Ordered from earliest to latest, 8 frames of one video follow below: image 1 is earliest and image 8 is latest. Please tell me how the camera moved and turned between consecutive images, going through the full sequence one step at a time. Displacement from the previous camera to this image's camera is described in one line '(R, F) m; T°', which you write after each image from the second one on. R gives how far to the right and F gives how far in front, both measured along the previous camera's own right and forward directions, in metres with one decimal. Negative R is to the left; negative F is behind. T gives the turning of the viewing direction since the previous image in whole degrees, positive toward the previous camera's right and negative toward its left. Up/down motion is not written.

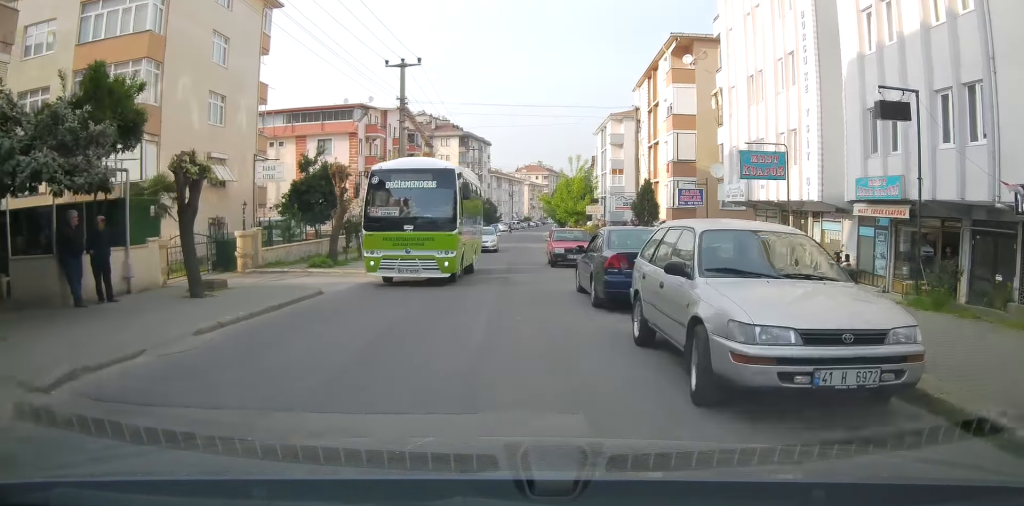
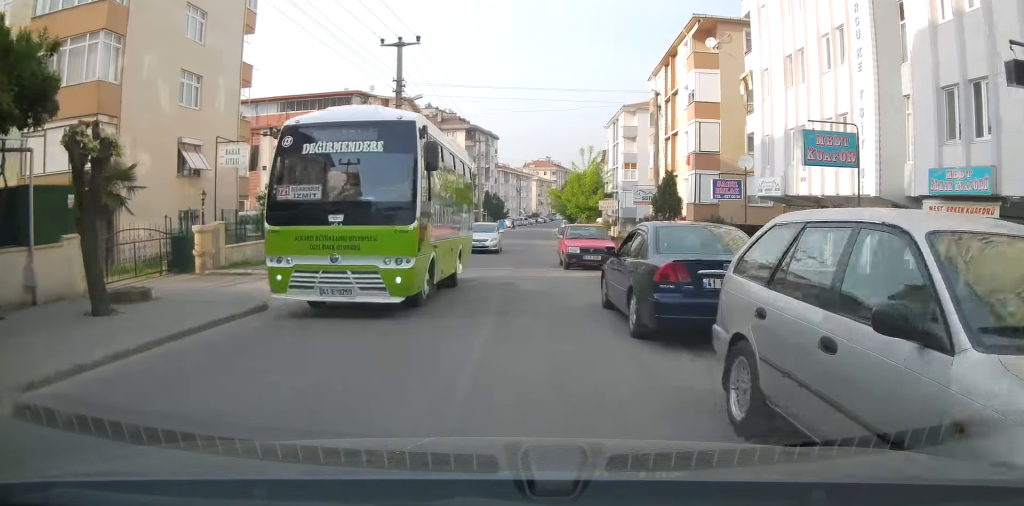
(0.0, +2.5) m; +1°
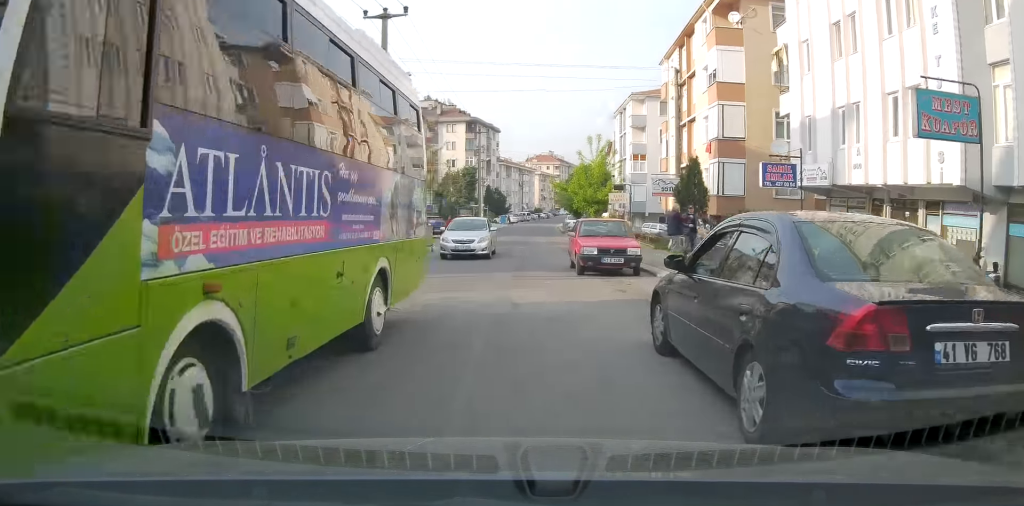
(+0.1, +3.3) m; +1°
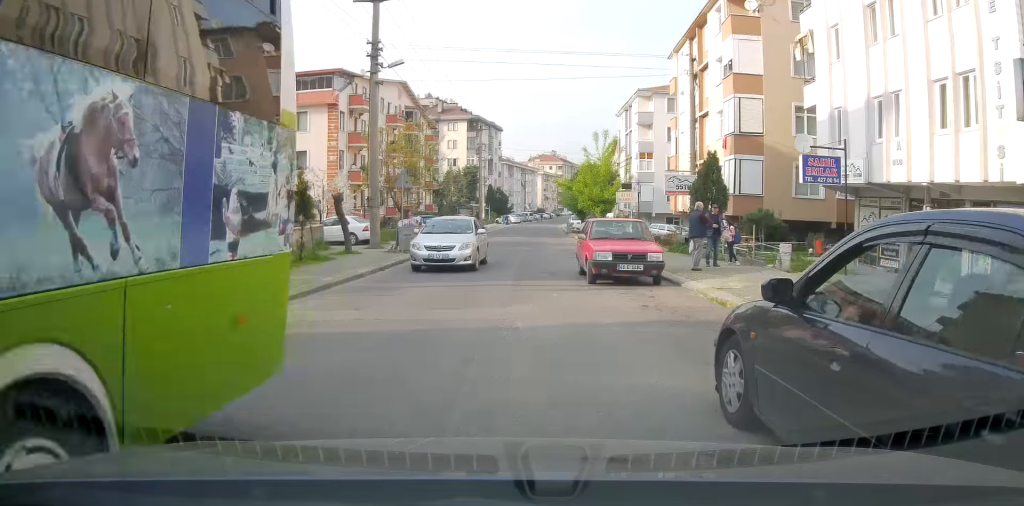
(0.0, +2.6) m; 0°
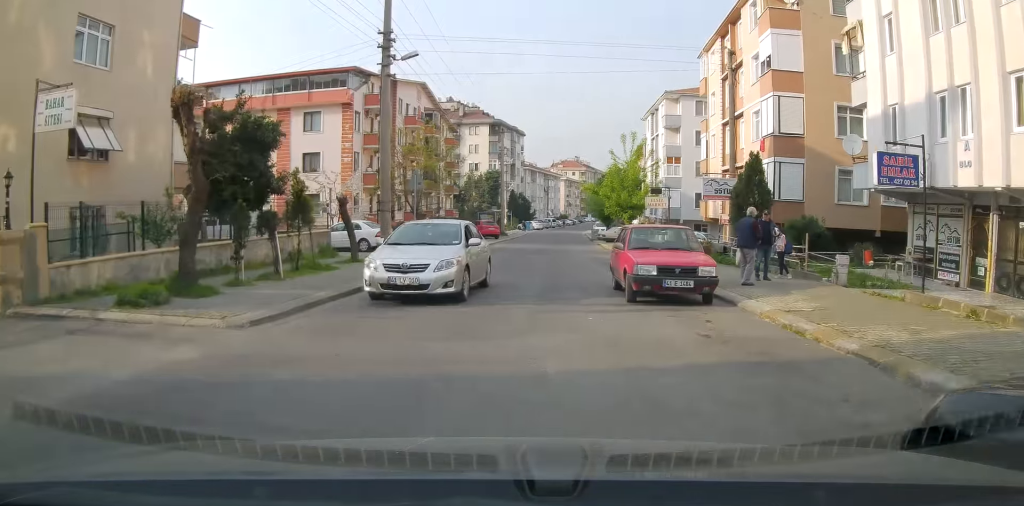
(0.0, +3.2) m; 0°
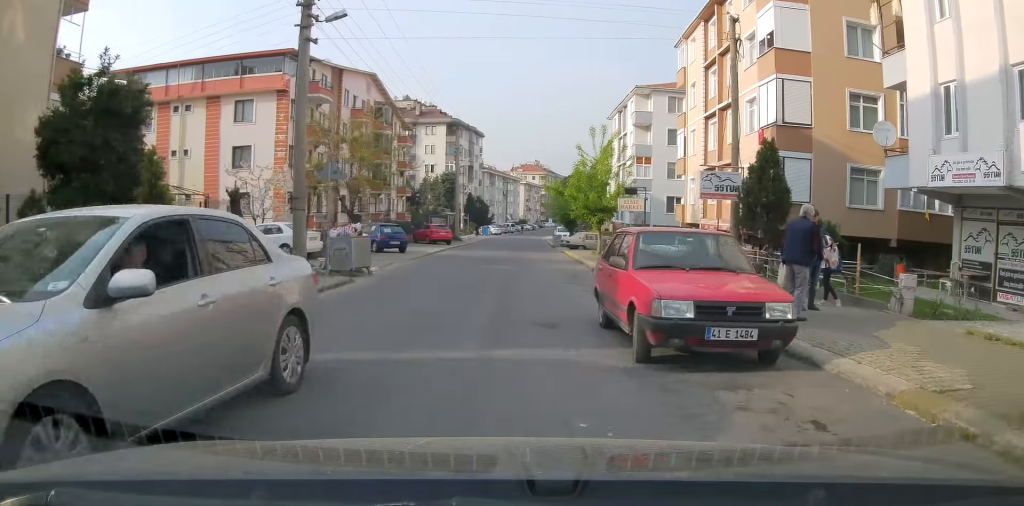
(+0.1, +5.1) m; +1°
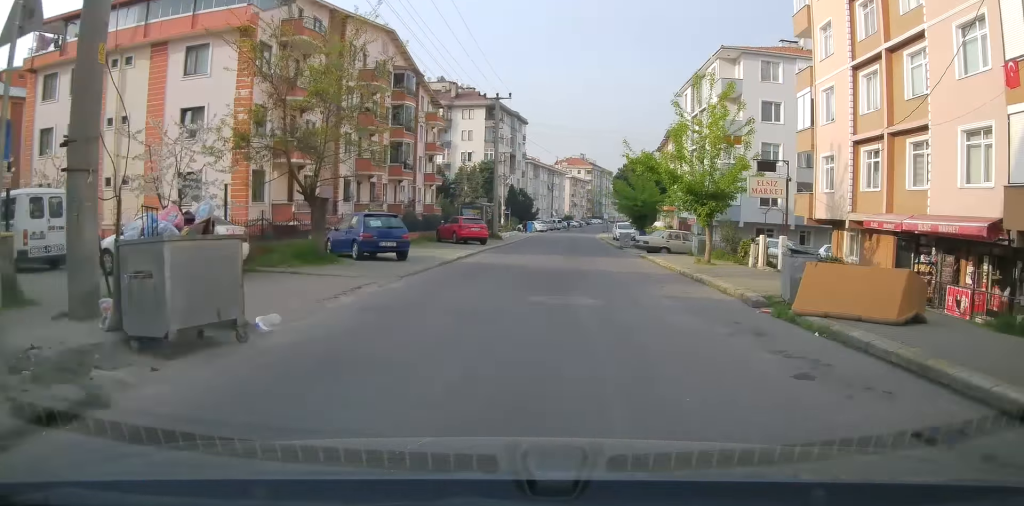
(-0.2, +9.2) m; -3°
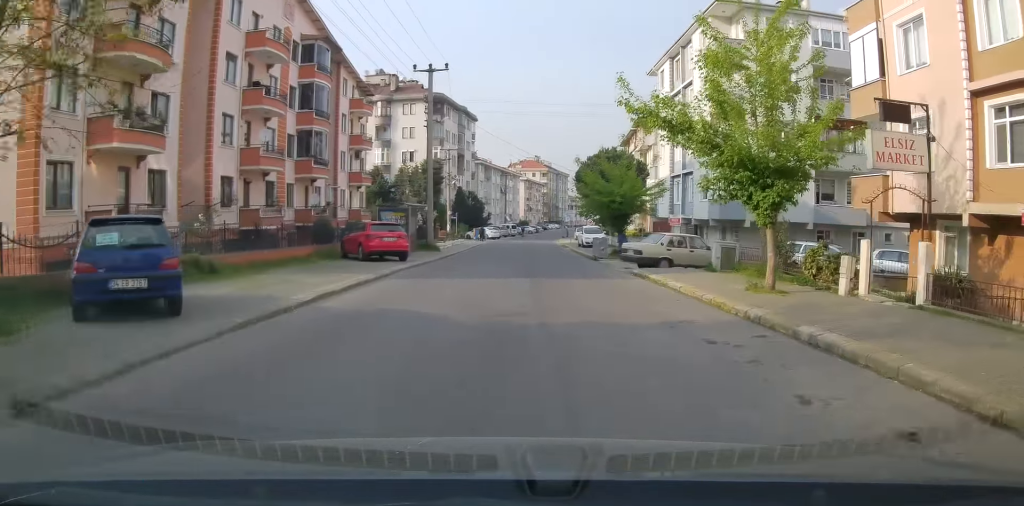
(0.0, +8.7) m; +2°
